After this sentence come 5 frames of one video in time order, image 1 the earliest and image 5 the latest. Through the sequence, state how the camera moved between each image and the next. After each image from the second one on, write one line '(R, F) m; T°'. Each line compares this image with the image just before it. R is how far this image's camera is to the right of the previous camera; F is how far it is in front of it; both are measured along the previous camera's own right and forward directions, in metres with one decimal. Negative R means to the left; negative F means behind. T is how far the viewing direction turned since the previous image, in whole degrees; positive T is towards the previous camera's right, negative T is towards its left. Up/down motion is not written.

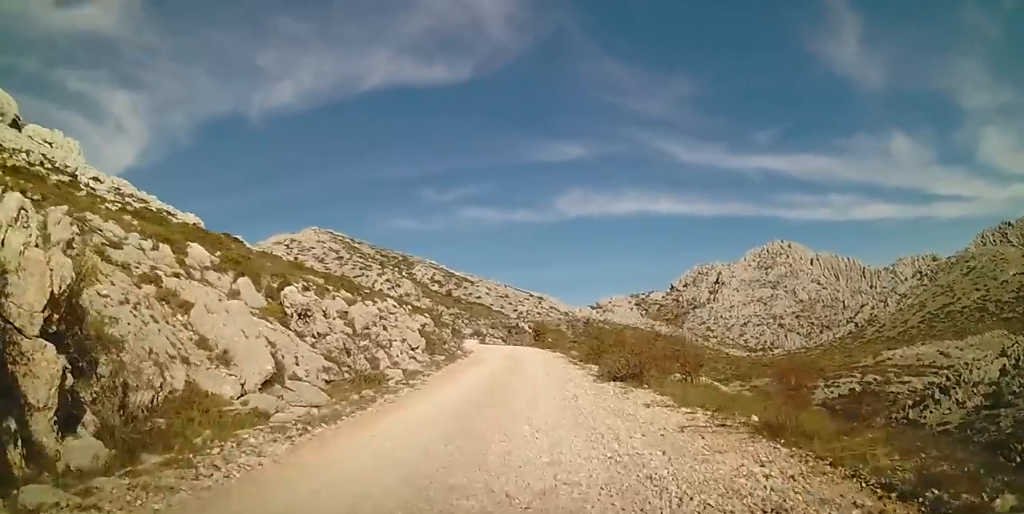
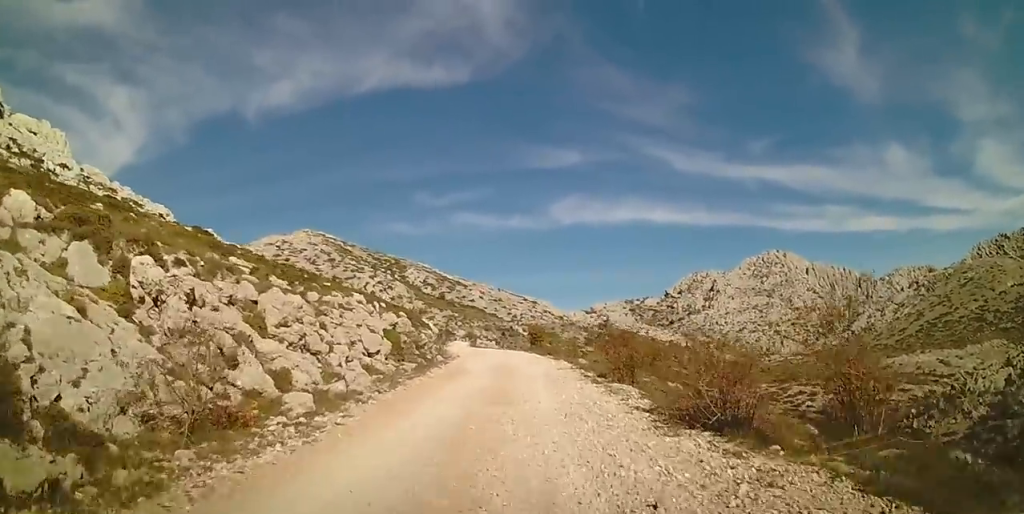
(0.0, +6.7) m; -1°
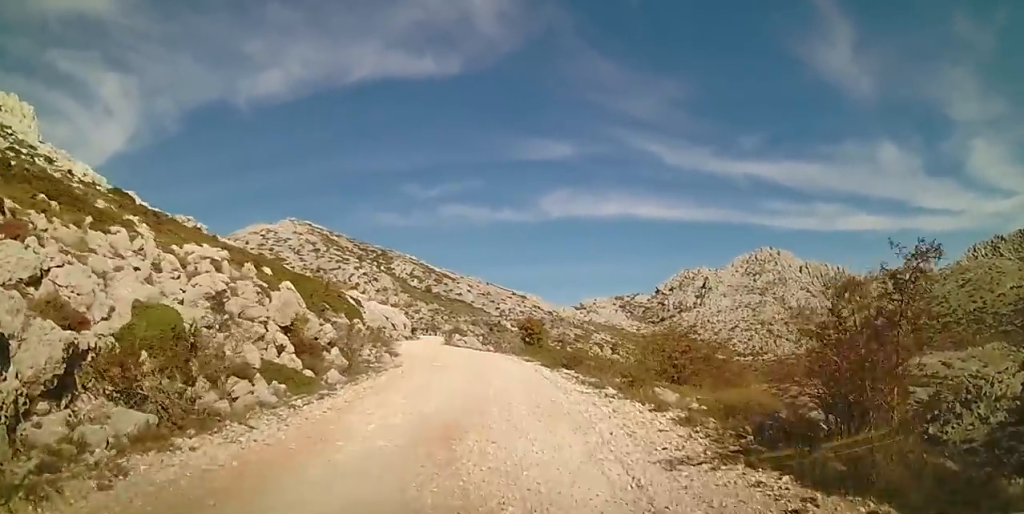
(+0.8, +15.6) m; +3°
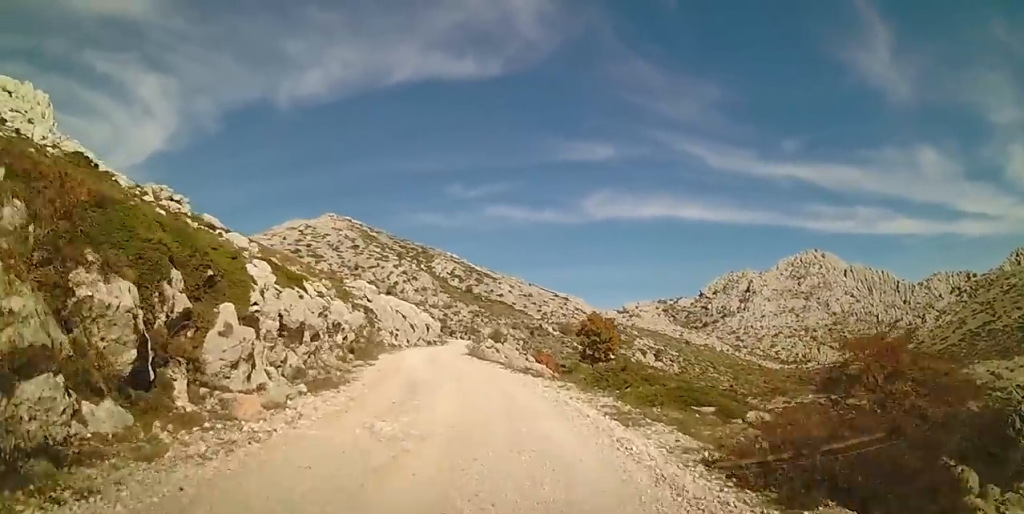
(-0.8, +13.1) m; -7°
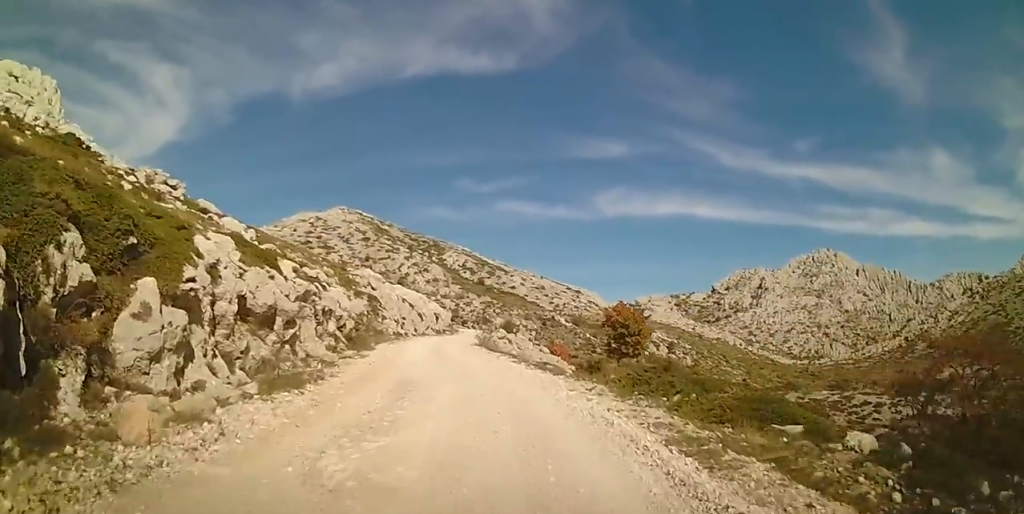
(0.0, +2.8) m; -2°
